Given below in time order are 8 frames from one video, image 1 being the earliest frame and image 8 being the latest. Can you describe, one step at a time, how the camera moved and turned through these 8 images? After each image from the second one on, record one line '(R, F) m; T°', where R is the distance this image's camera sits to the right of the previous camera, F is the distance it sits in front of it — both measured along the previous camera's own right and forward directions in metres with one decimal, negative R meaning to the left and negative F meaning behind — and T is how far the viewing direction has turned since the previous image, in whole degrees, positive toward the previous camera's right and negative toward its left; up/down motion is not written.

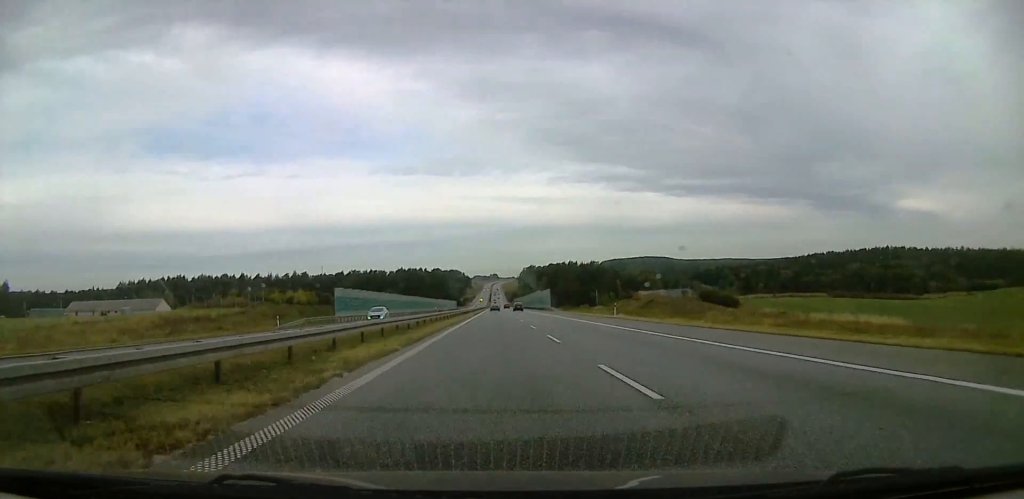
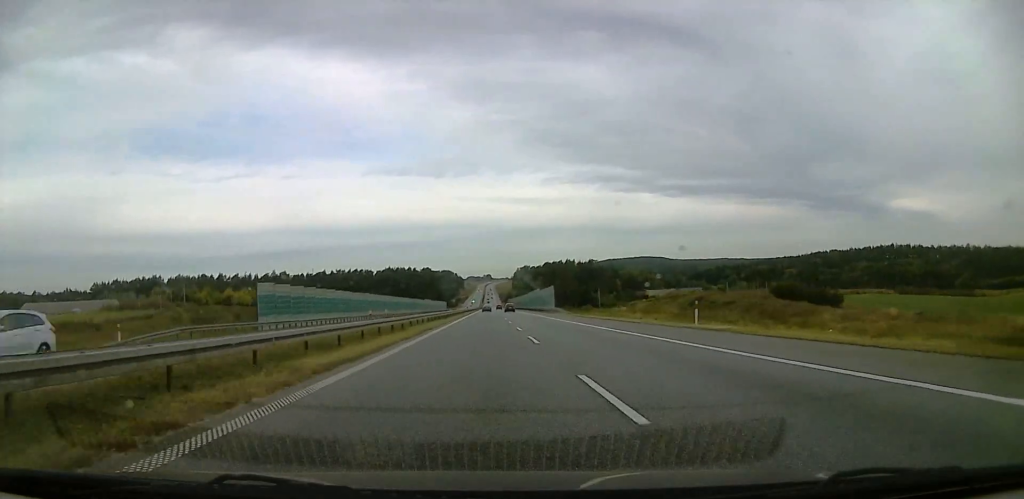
(0.0, +24.7) m; 0°
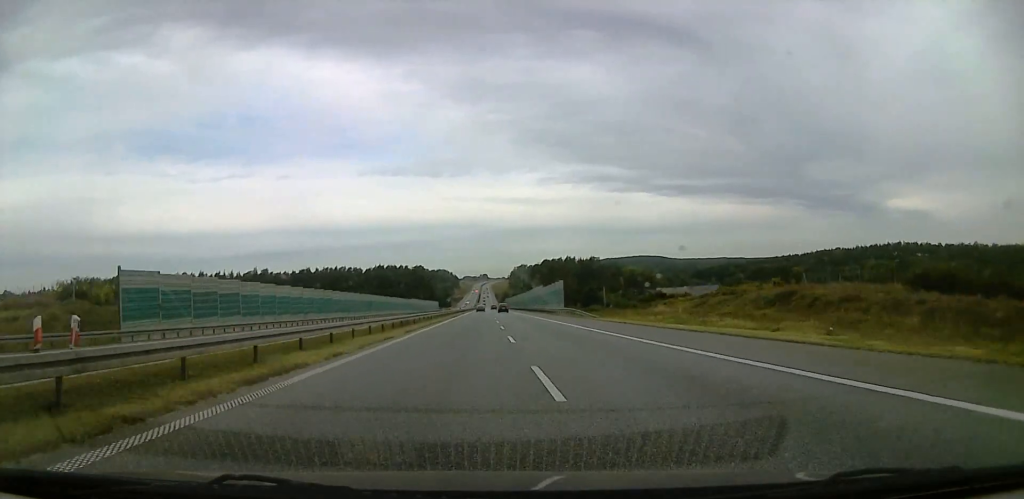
(0.0, +22.2) m; 0°
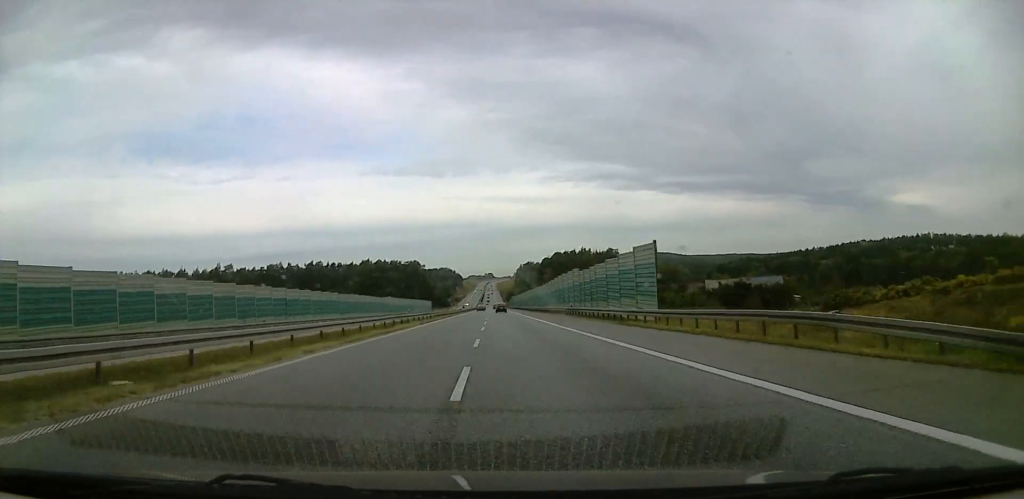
(0.0, +49.4) m; 0°
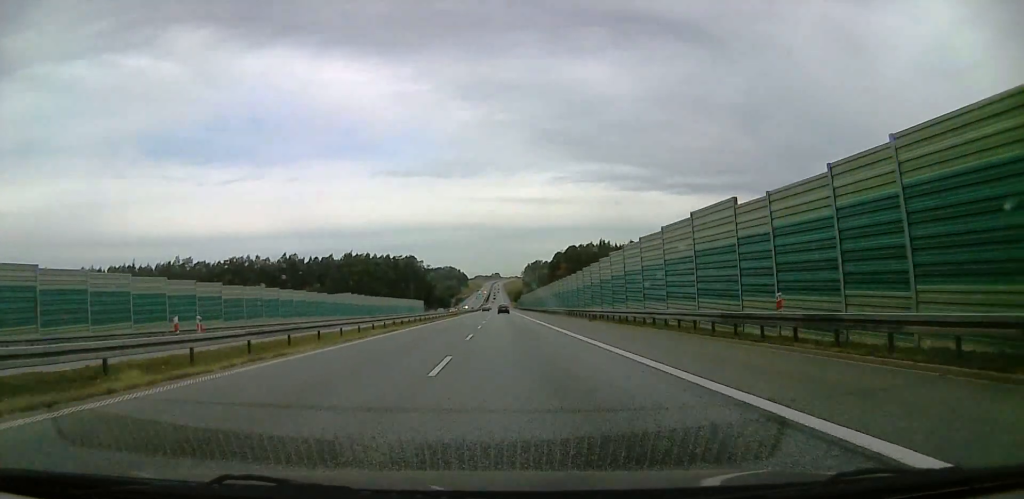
(0.0, +43.2) m; 0°
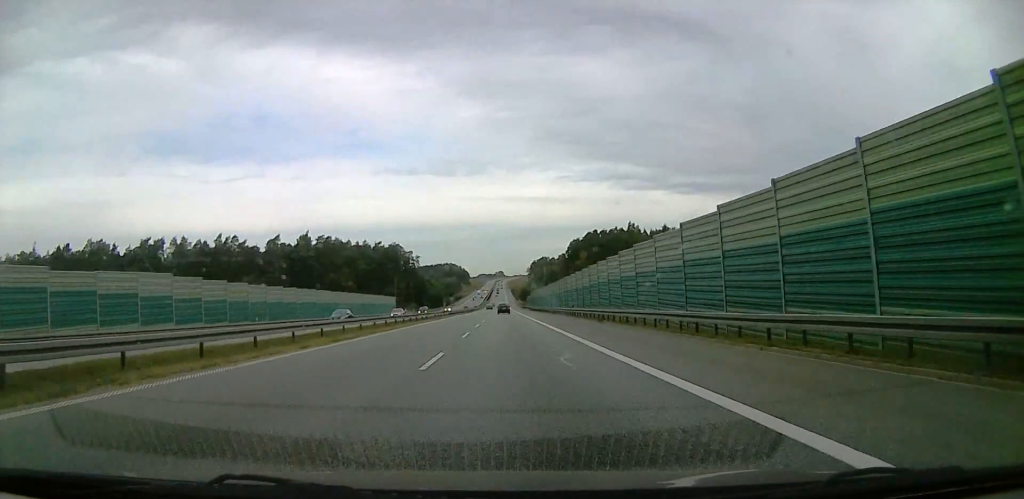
(-0.2, +59.3) m; 0°
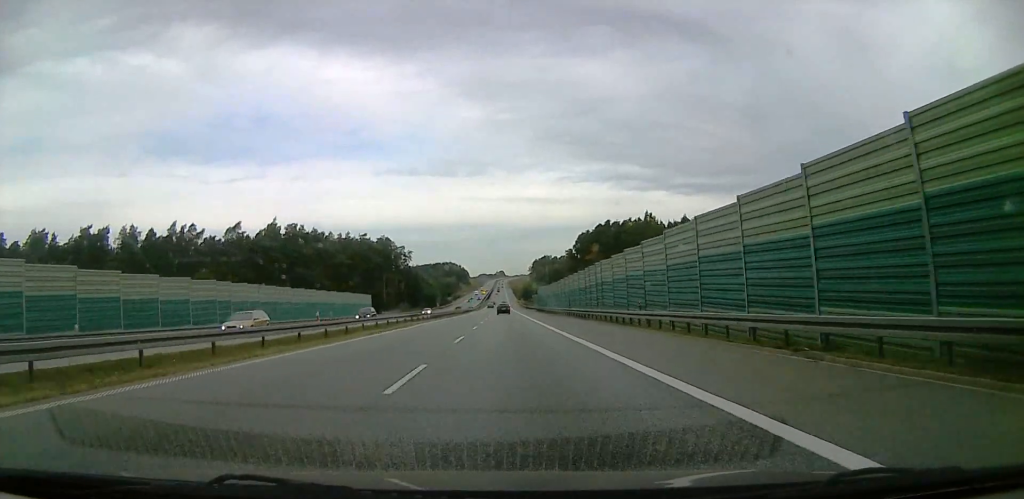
(0.0, +27.2) m; 0°
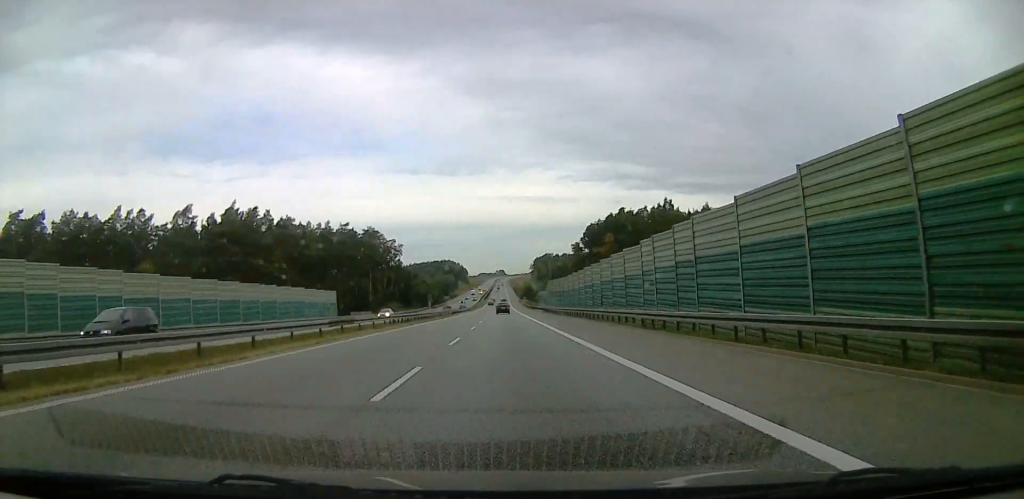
(+0.1, +24.7) m; 0°
